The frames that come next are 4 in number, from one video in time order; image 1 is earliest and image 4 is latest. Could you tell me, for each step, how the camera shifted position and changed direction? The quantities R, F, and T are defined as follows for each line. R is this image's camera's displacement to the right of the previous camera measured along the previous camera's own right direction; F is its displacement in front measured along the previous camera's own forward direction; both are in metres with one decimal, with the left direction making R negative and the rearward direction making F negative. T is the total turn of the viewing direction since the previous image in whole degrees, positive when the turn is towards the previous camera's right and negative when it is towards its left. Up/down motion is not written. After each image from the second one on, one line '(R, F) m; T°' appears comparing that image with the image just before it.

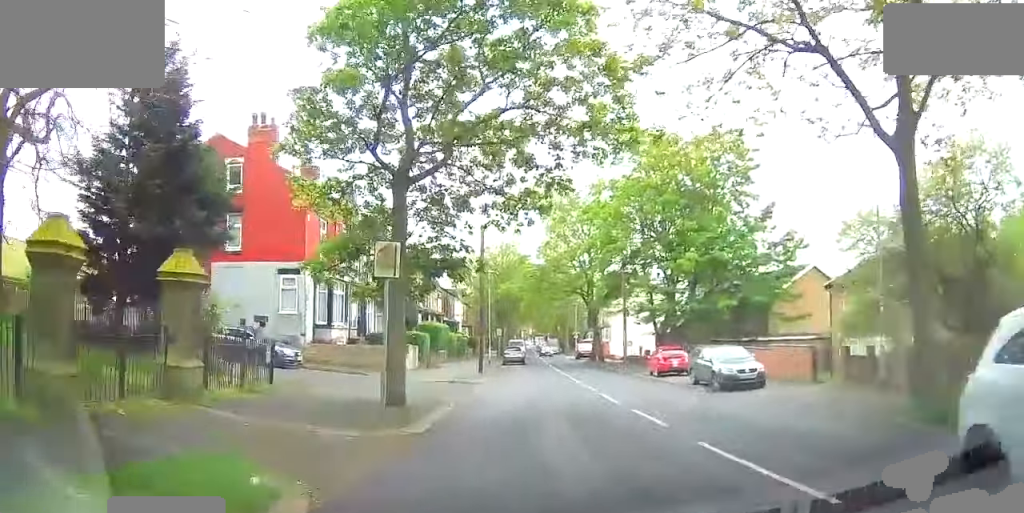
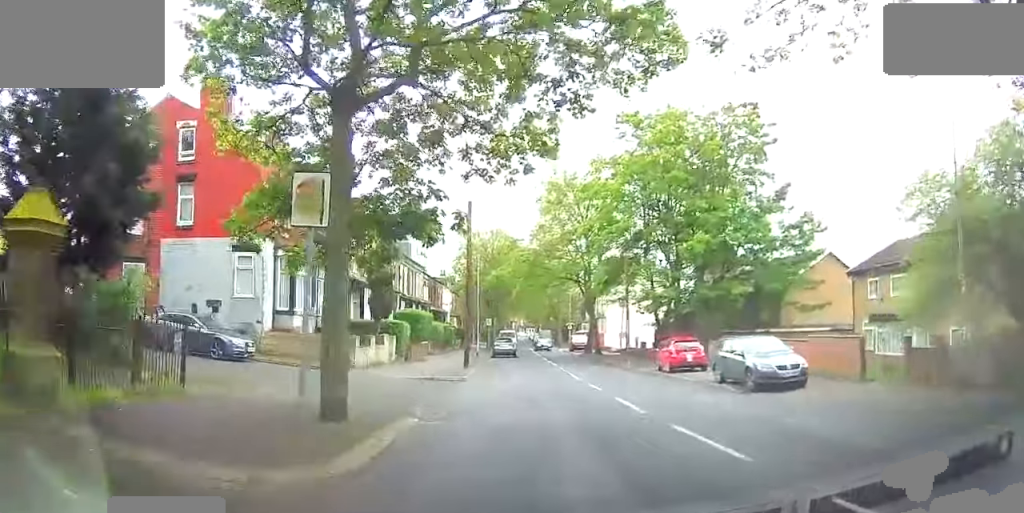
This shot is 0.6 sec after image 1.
(-0.1, +4.1) m; +1°
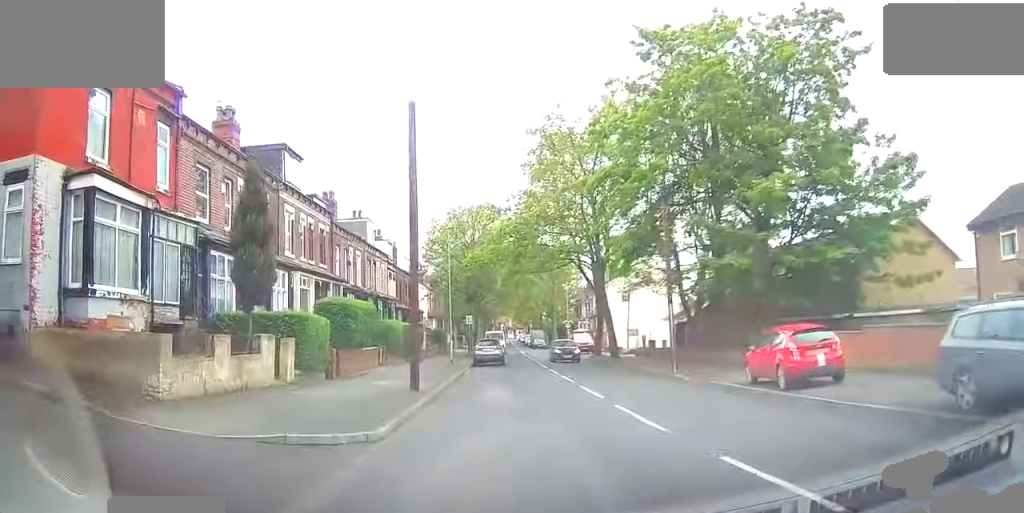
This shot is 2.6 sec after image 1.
(+0.4, +13.2) m; 0°
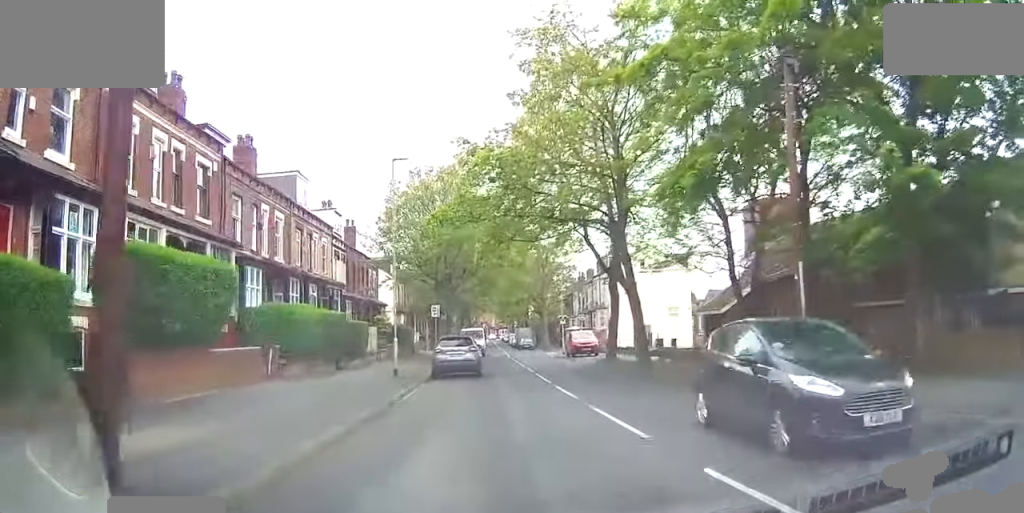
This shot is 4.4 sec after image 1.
(-1.1, +13.6) m; -2°
